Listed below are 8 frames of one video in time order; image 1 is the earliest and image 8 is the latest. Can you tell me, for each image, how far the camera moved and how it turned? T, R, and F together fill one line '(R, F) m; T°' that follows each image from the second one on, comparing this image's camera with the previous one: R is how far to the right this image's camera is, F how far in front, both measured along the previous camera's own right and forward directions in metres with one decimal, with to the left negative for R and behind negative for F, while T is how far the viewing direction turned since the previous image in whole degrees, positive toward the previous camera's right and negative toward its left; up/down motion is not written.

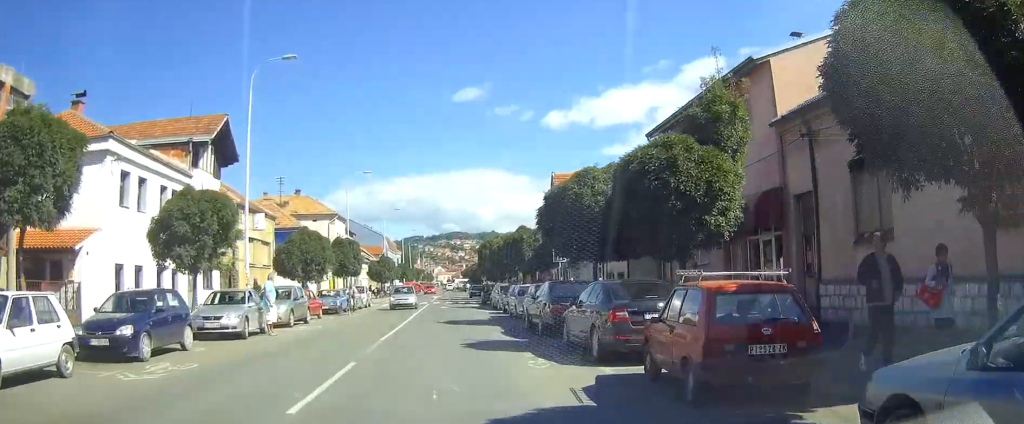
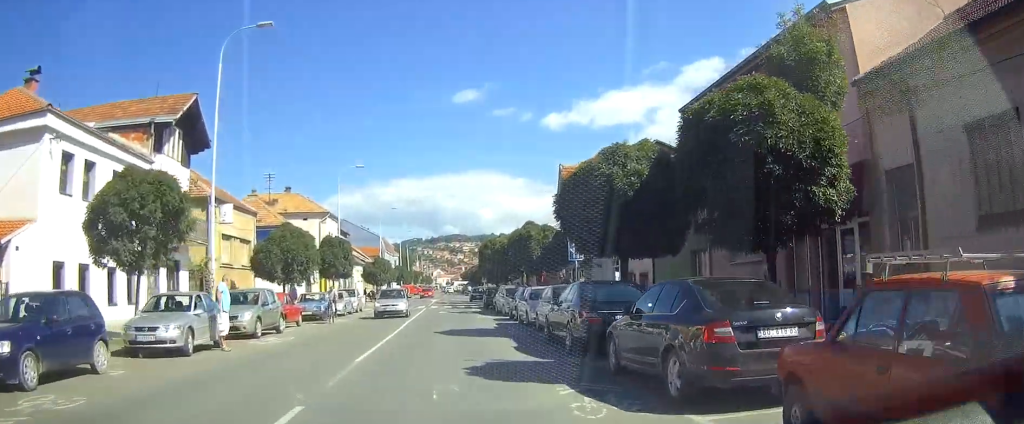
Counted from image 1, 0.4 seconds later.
(+0.1, +4.5) m; 0°
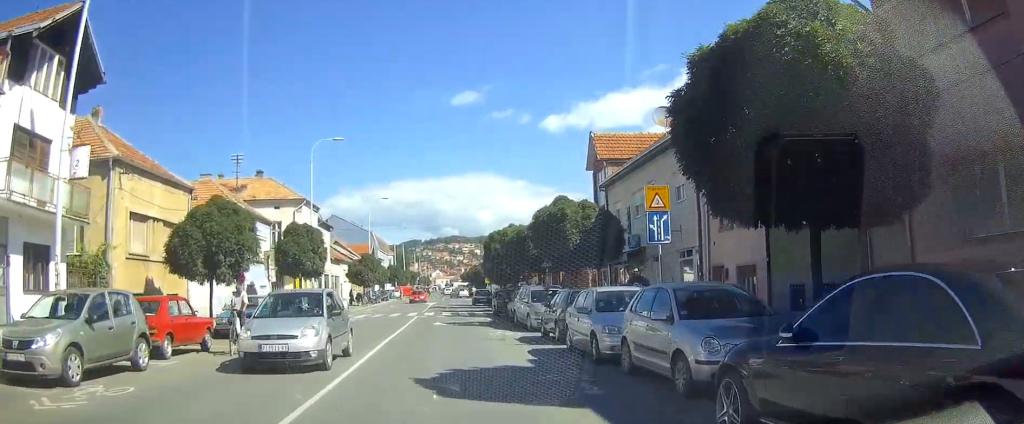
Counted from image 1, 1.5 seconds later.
(0.0, +11.4) m; -1°
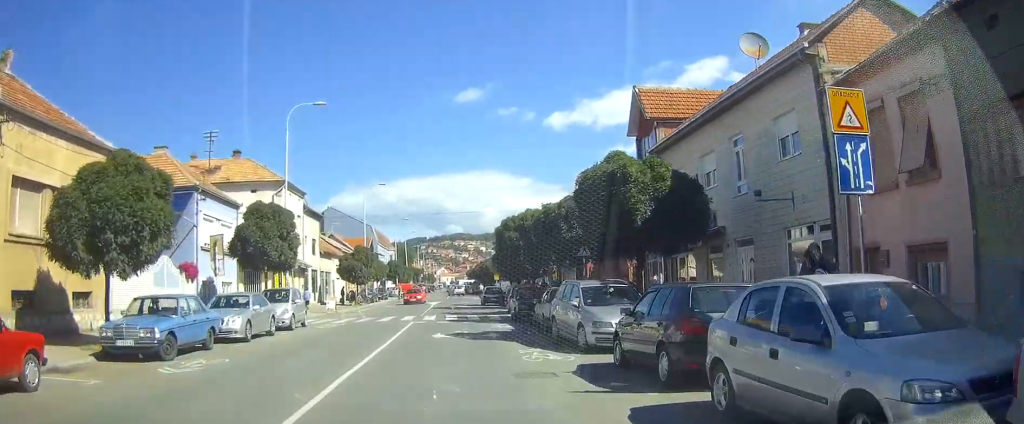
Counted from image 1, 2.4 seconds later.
(-0.2, +8.6) m; -1°
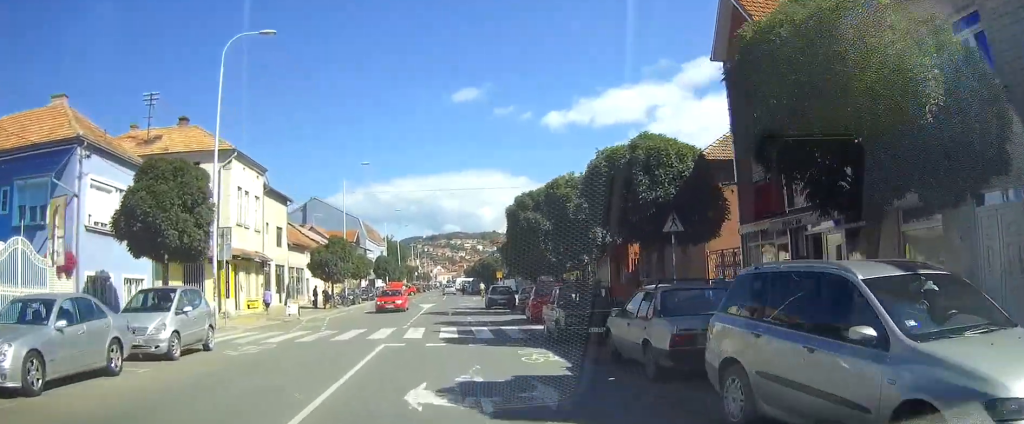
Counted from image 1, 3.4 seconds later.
(0.0, +11.0) m; +1°
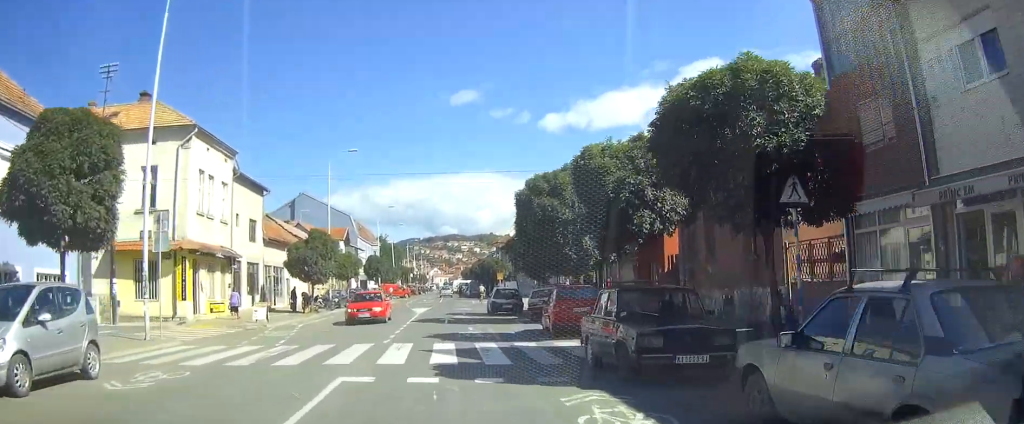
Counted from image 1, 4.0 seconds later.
(+0.1, +5.9) m; +1°
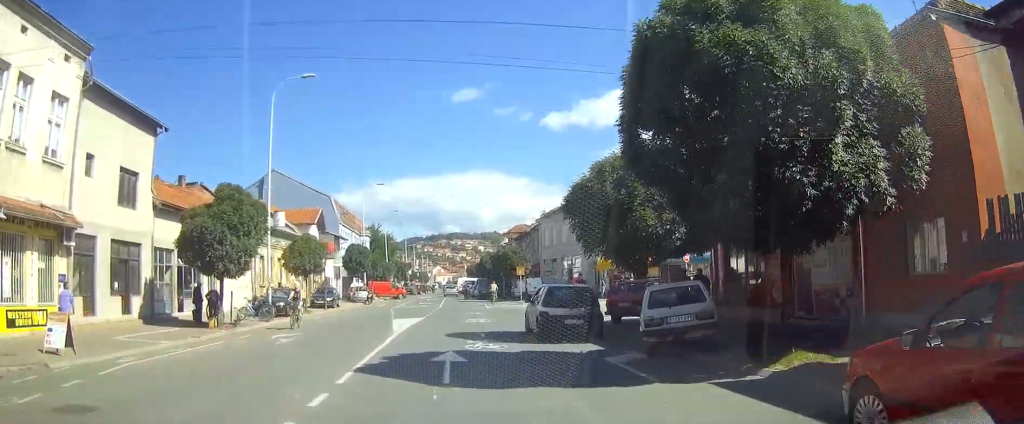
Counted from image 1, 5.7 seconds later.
(-0.2, +18.0) m; -1°
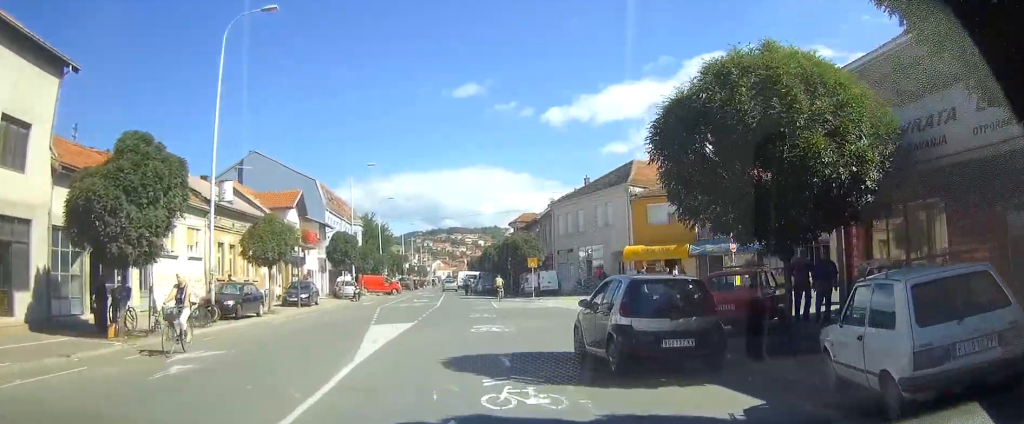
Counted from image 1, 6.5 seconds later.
(0.0, +8.1) m; 0°
